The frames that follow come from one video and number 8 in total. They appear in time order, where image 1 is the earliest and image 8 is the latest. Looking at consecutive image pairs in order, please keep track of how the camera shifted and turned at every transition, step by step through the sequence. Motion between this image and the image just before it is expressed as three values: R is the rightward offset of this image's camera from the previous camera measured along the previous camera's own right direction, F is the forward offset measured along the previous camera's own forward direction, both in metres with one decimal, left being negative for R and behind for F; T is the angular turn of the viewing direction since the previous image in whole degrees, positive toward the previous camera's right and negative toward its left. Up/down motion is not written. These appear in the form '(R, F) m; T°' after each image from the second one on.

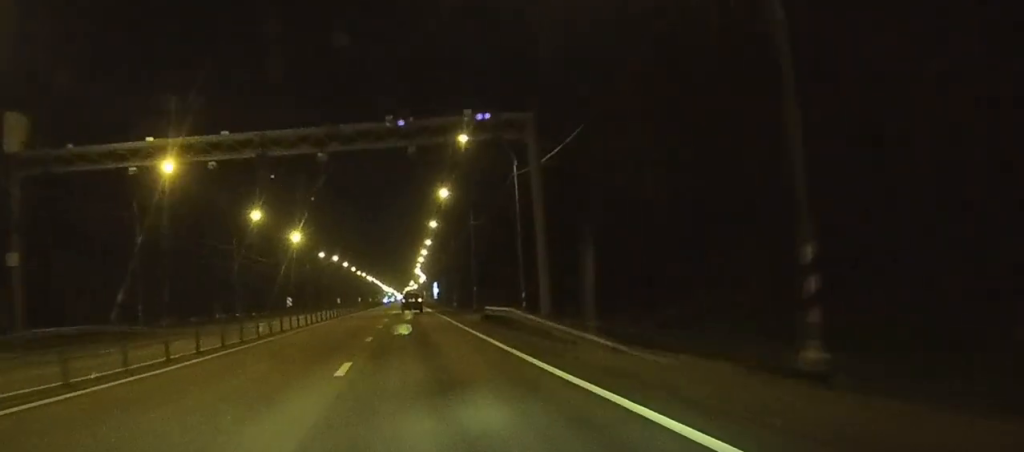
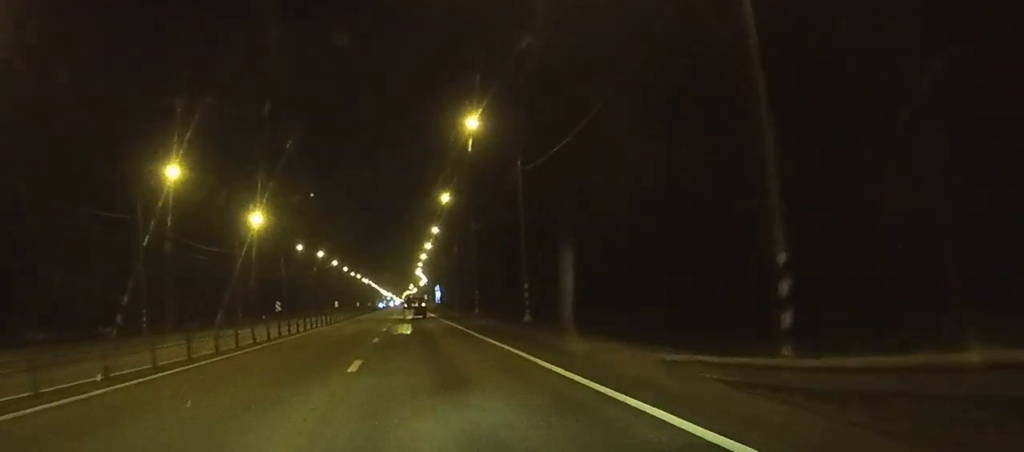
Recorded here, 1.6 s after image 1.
(-0.1, +34.6) m; 0°
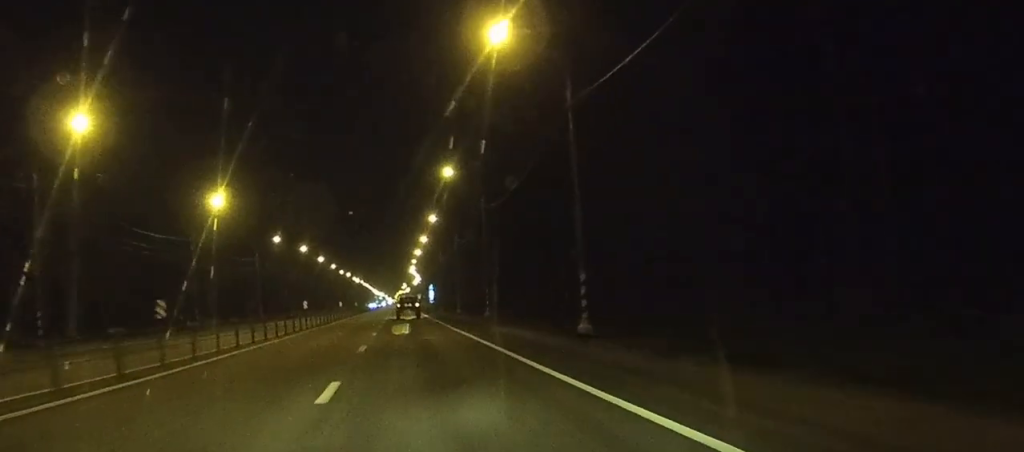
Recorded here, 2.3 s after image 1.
(0.0, +16.8) m; 0°
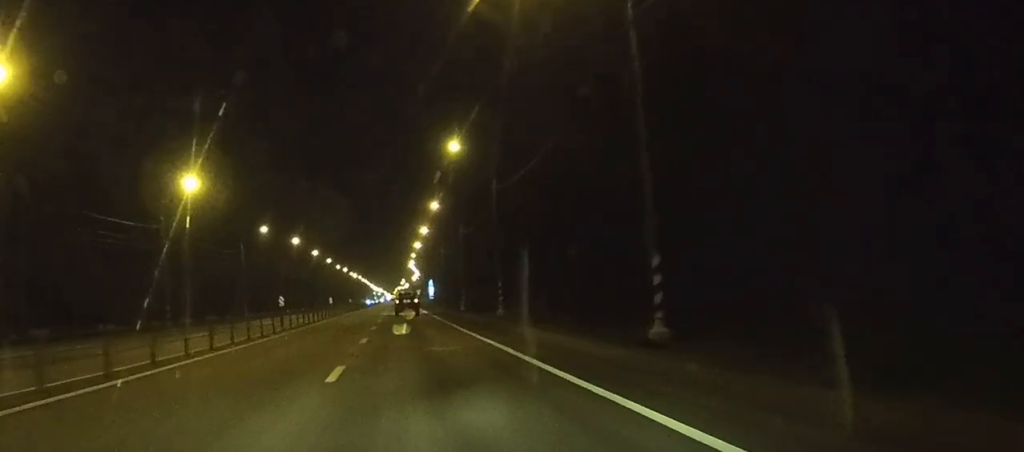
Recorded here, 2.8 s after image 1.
(0.0, +9.5) m; 0°
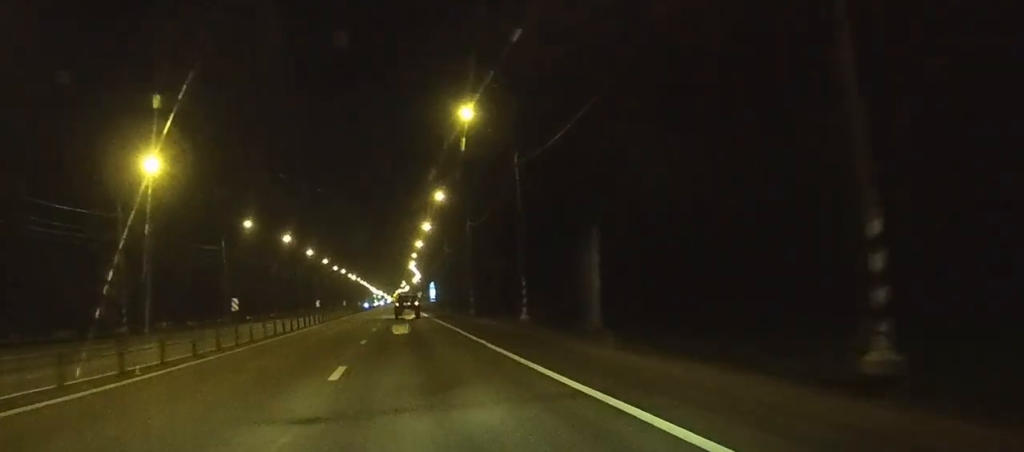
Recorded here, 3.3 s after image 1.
(0.0, +11.0) m; 0°
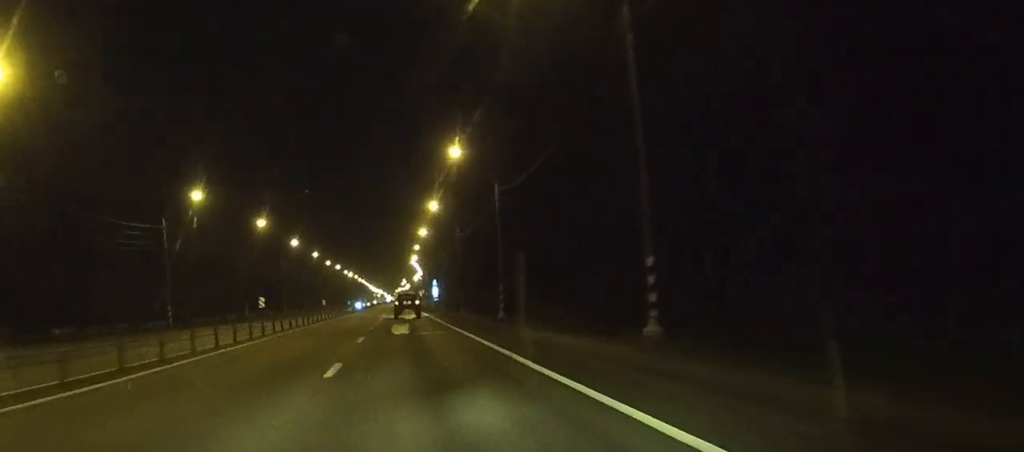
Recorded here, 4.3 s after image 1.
(+0.1, +23.5) m; 0°
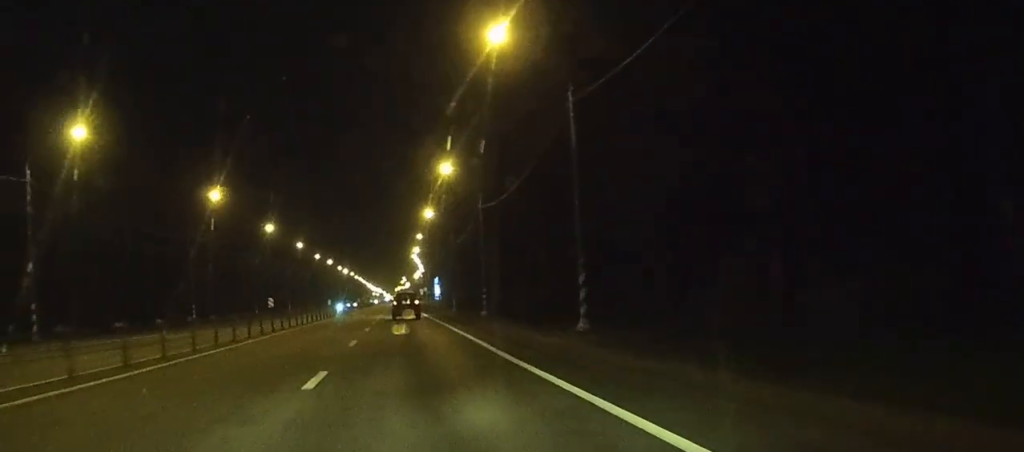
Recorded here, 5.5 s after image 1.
(0.0, +26.0) m; 0°
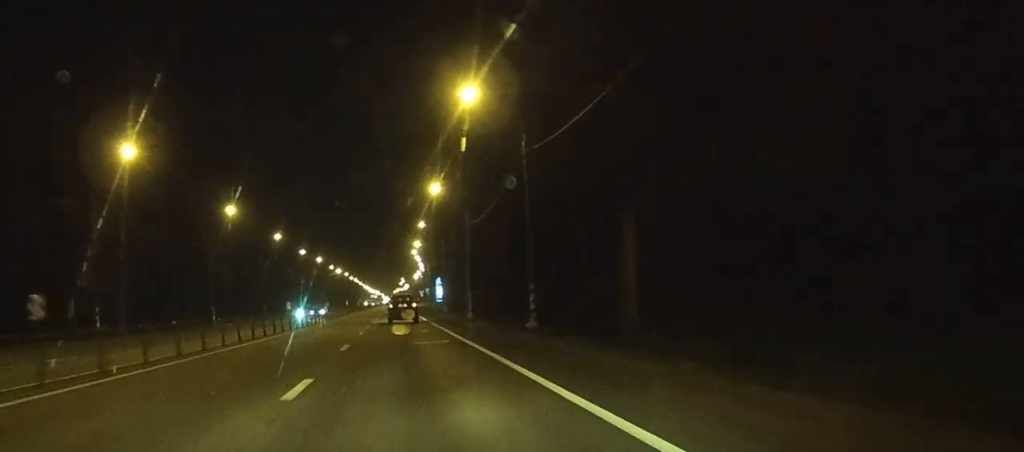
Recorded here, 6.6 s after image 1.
(0.0, +24.8) m; 0°
